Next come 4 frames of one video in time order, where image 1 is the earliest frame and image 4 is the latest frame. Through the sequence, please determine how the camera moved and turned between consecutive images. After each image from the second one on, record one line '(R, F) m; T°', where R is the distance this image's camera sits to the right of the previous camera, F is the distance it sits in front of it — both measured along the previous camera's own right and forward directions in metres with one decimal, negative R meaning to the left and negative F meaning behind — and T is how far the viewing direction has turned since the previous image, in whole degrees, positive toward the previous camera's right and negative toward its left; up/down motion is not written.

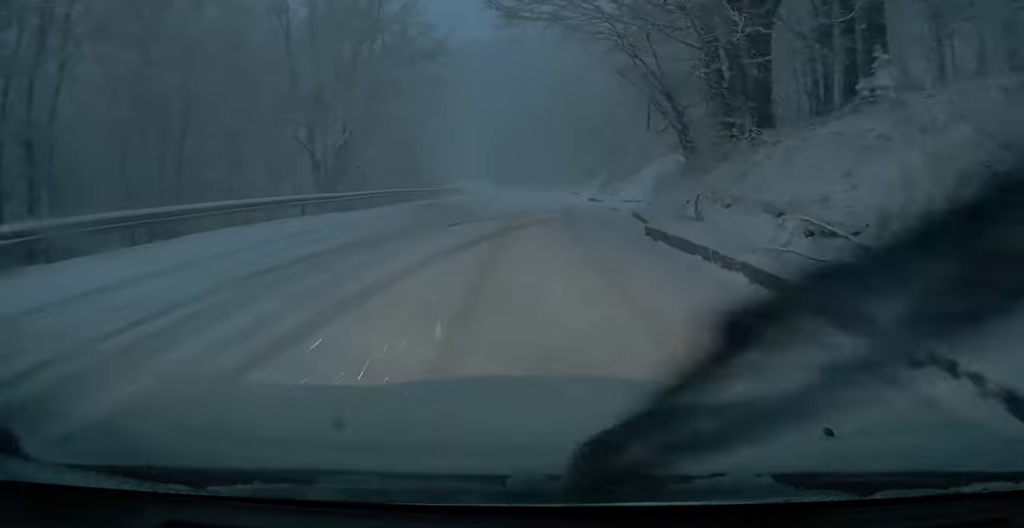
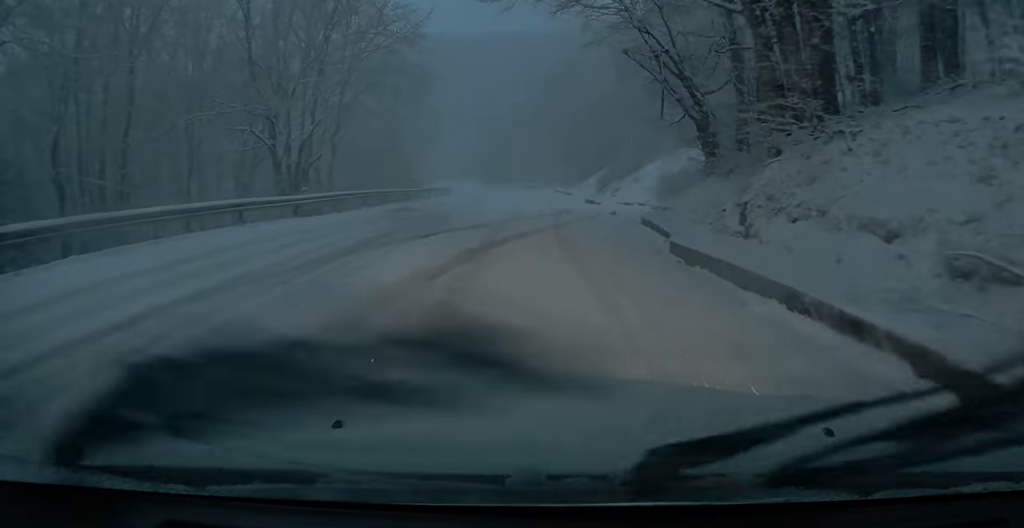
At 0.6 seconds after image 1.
(-0.1, +3.4) m; +3°
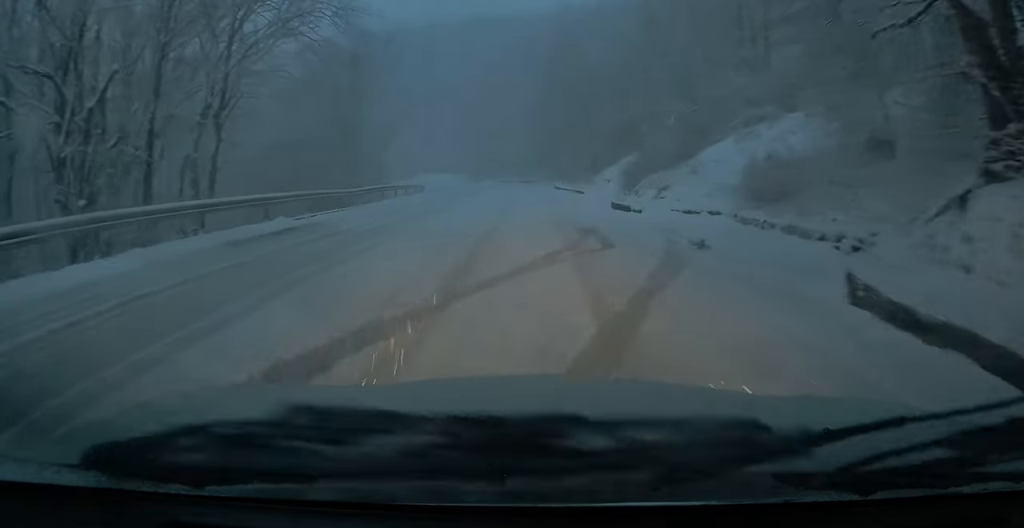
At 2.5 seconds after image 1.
(+0.4, +12.0) m; +2°
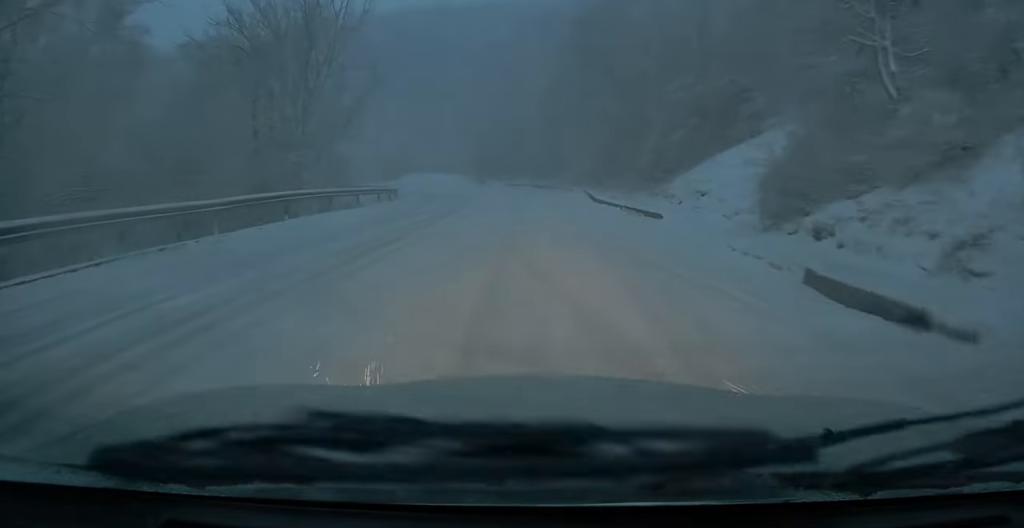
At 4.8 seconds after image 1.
(-0.3, +13.5) m; -9°
